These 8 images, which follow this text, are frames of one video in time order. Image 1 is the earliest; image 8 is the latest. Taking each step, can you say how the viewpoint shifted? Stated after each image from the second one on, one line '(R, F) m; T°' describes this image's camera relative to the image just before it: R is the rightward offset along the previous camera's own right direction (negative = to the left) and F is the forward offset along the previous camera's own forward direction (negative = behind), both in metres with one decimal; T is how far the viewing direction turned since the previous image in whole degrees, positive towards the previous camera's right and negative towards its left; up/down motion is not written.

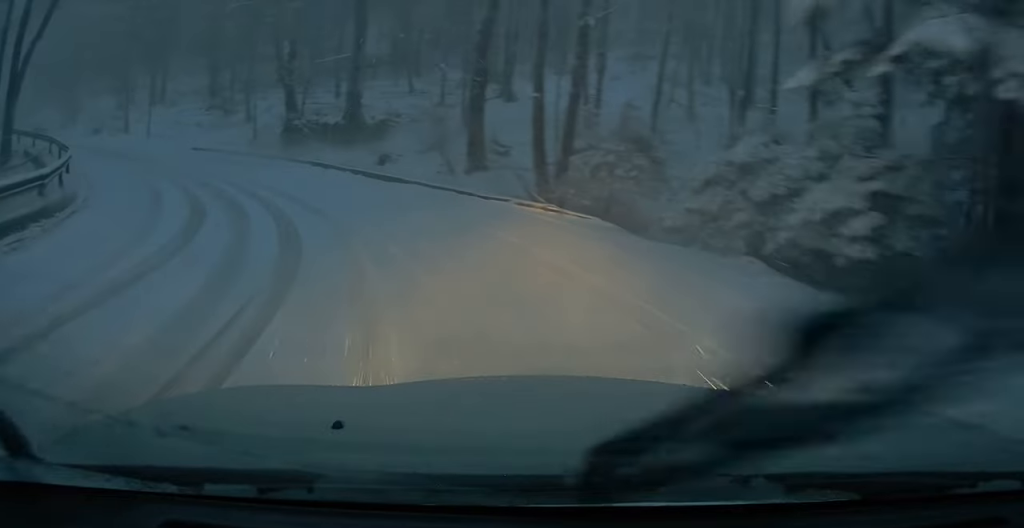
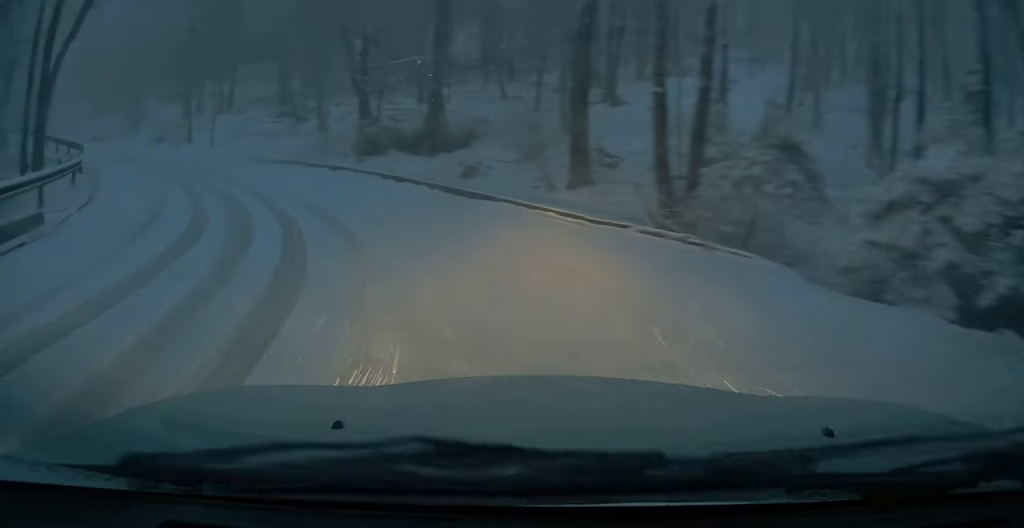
(-0.2, +3.7) m; -5°
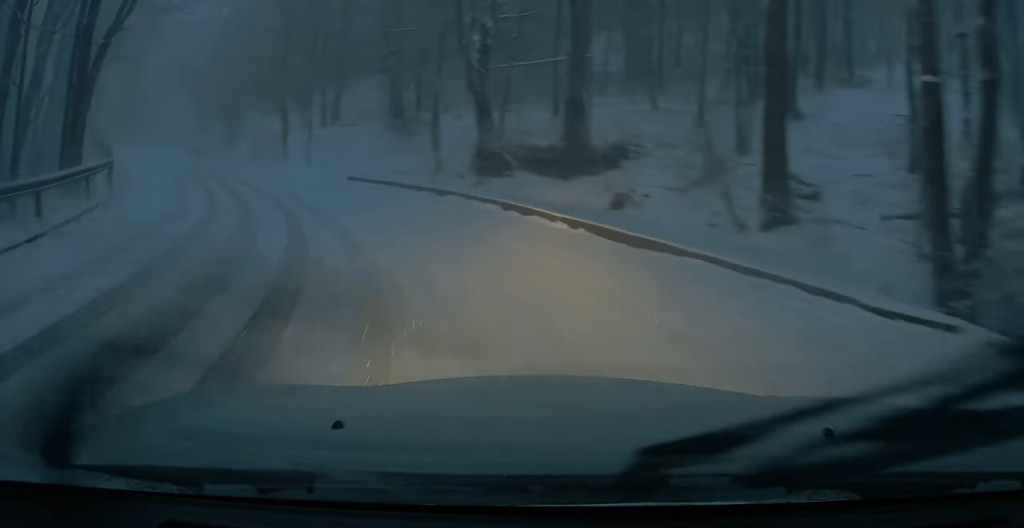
(-0.4, +5.1) m; -11°
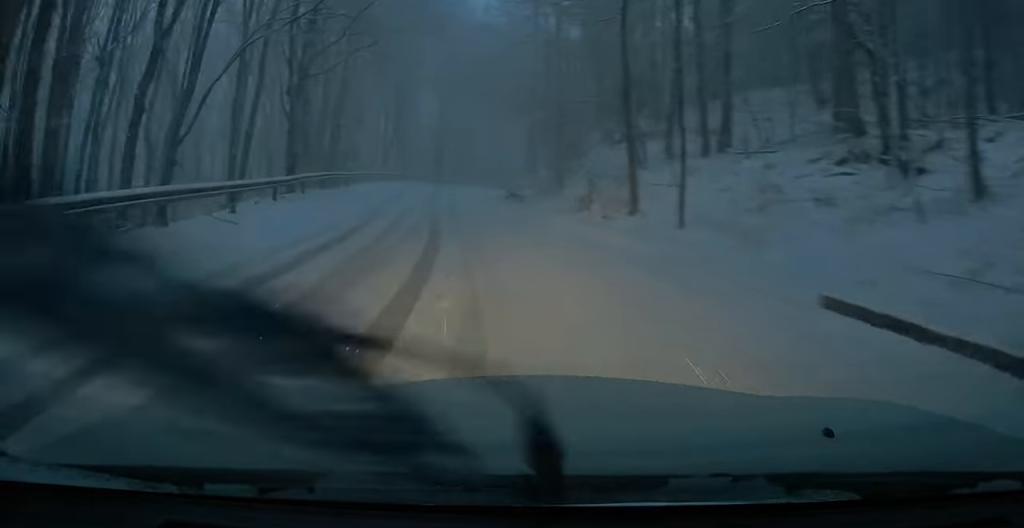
(-4.2, +13.1) m; -36°
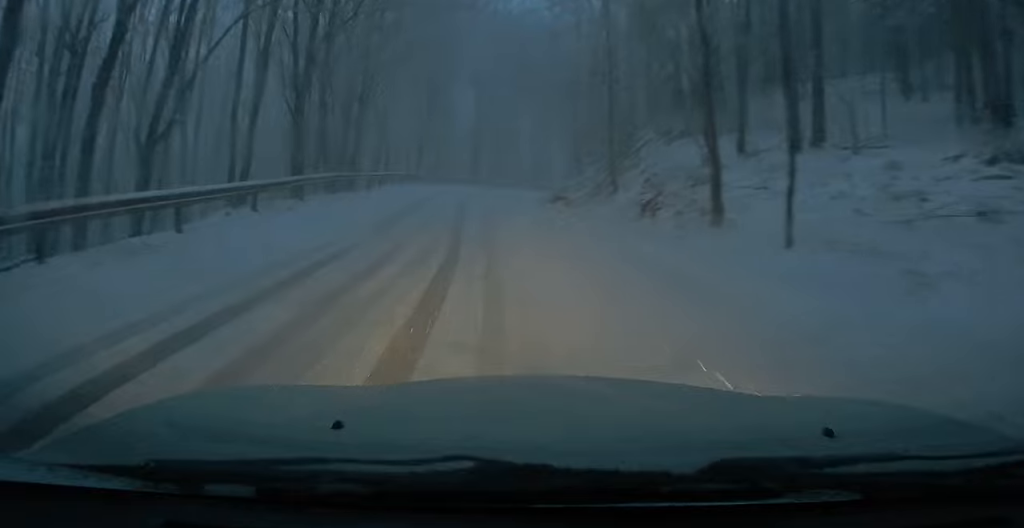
(-0.5, +3.2) m; -6°
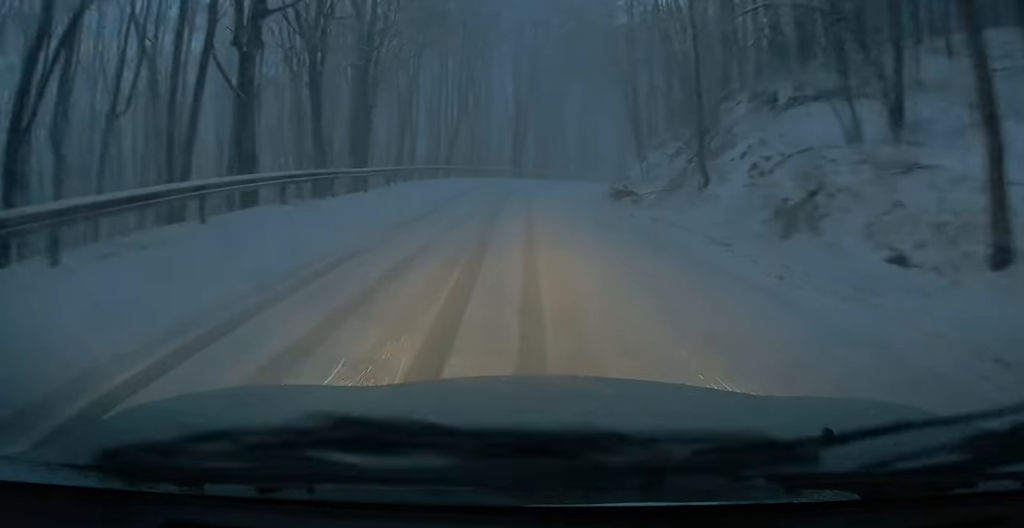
(-0.4, +6.3) m; -2°
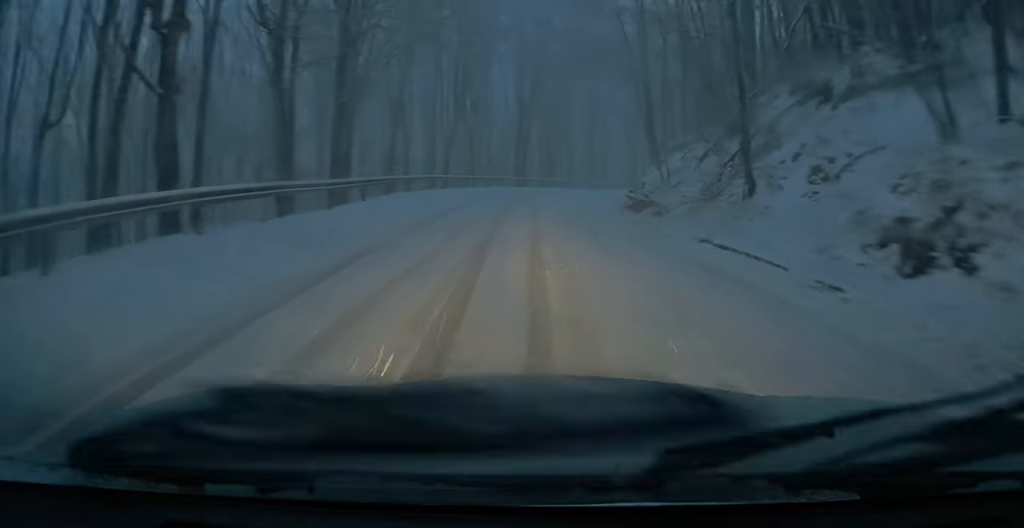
(0.0, +3.3) m; +2°
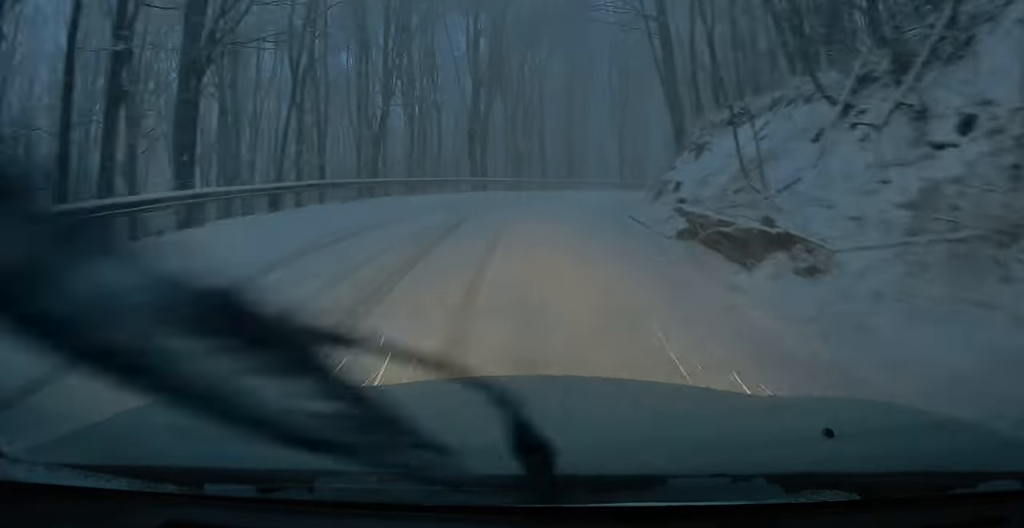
(+0.9, +10.8) m; +8°
